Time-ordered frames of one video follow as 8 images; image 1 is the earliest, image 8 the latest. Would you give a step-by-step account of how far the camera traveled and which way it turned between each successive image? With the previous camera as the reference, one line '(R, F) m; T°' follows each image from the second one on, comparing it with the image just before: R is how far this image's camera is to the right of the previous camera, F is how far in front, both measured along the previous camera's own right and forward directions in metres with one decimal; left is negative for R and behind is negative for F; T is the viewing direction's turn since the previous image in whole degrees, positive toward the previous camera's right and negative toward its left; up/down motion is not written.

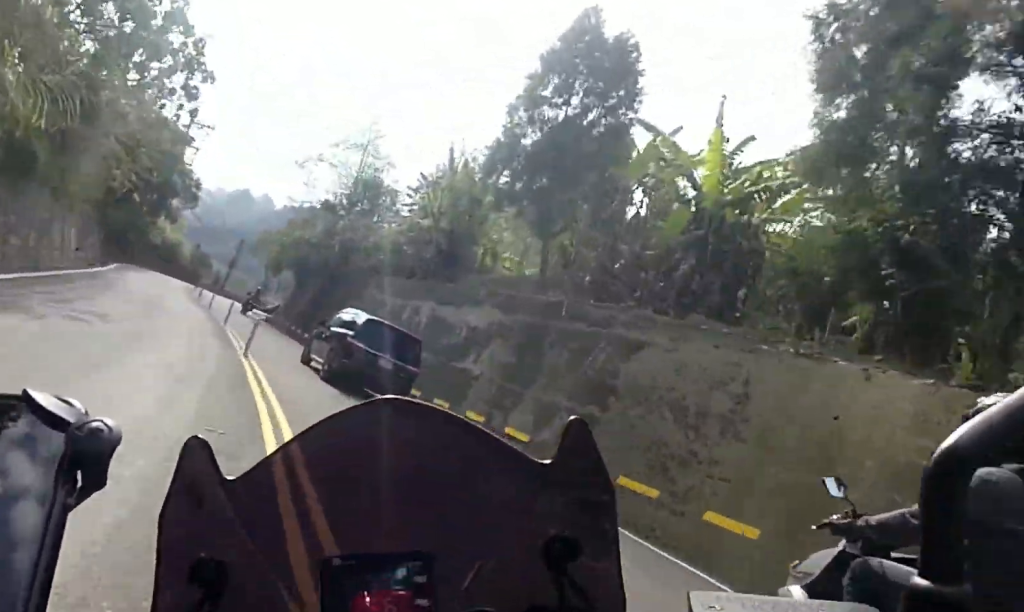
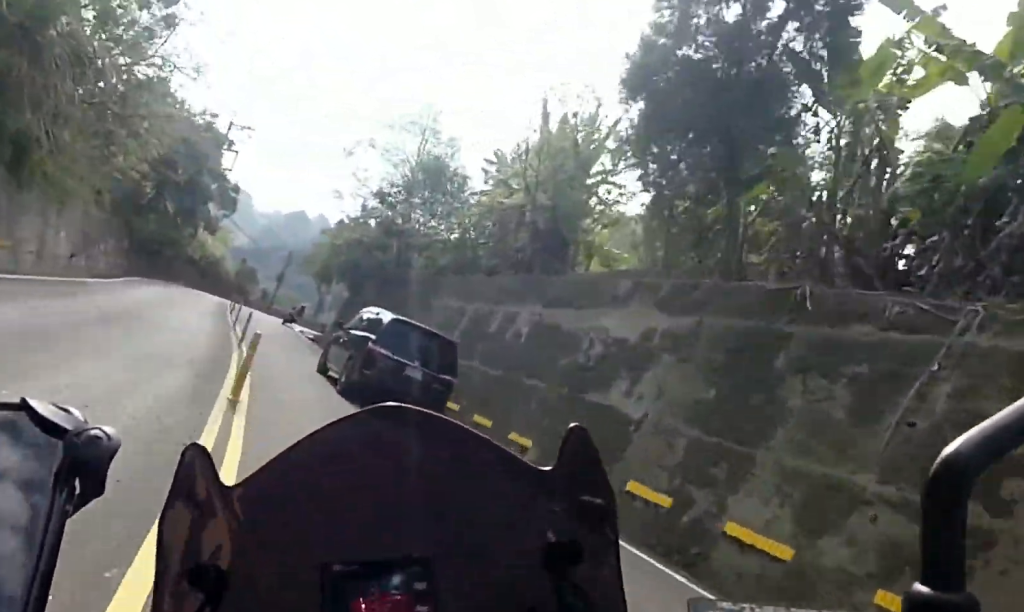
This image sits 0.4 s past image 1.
(+0.1, +5.2) m; -4°
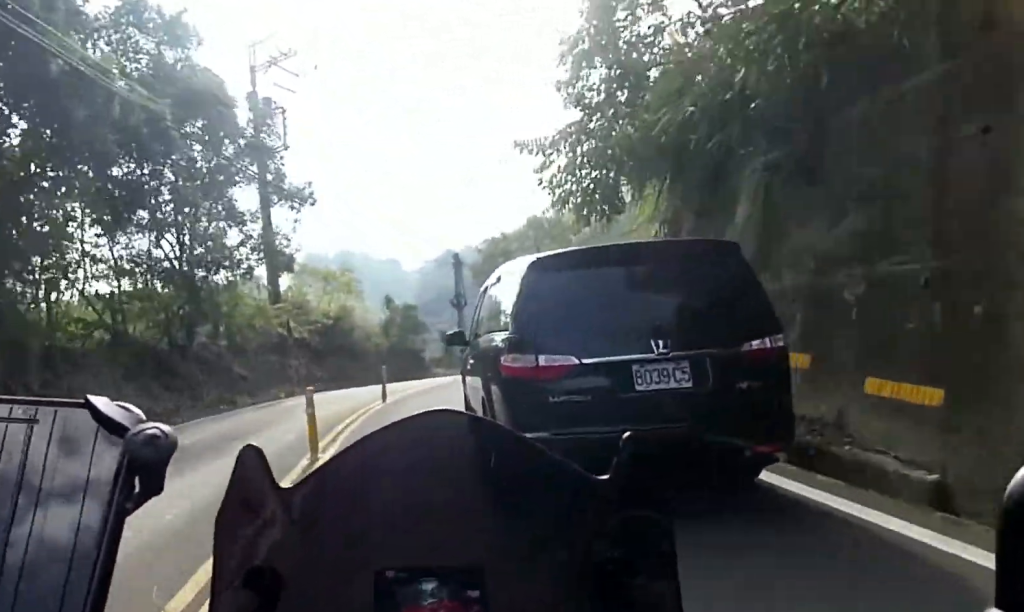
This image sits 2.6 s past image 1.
(+0.3, +22.4) m; +8°
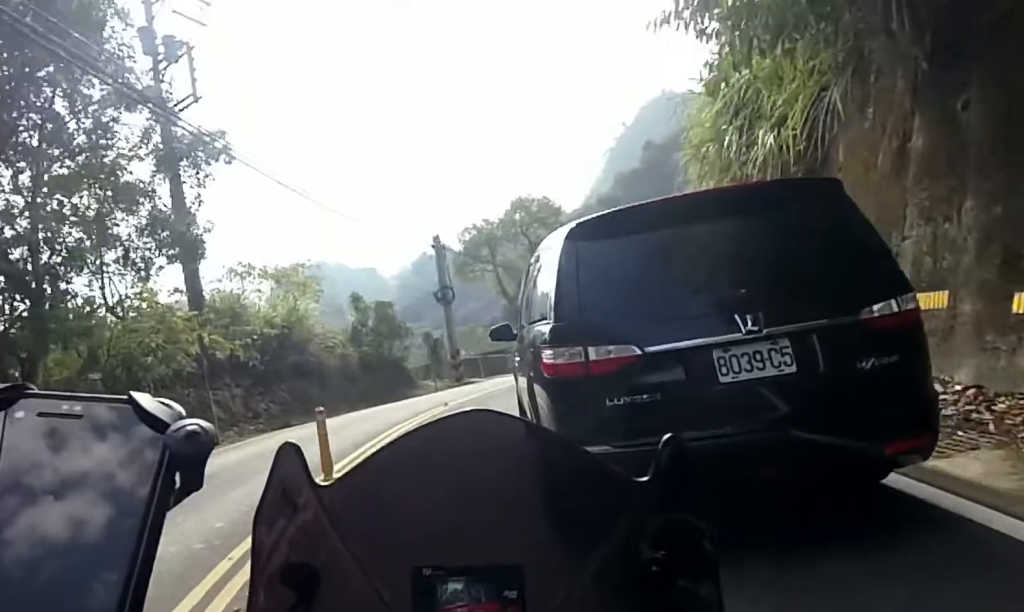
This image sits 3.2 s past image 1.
(-0.7, +6.2) m; +5°
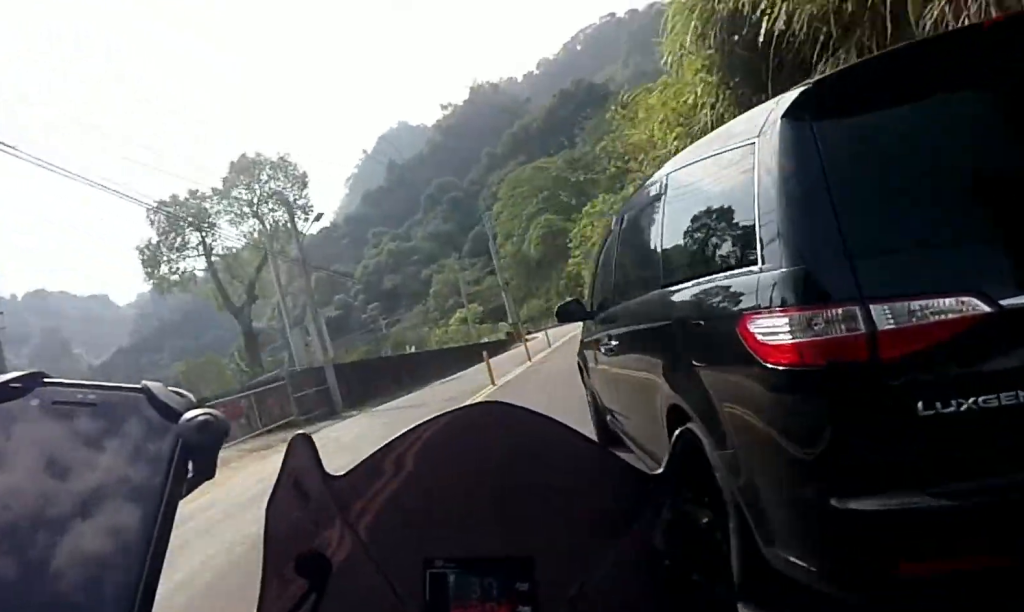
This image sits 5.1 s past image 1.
(+3.6, +17.5) m; +13°
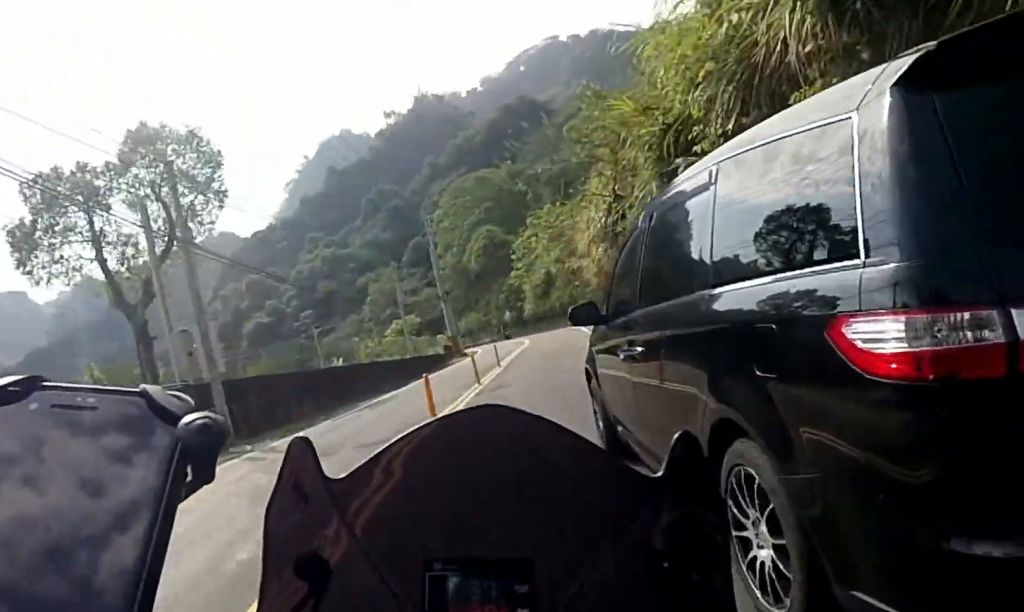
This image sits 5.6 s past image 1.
(0.0, +5.1) m; +1°
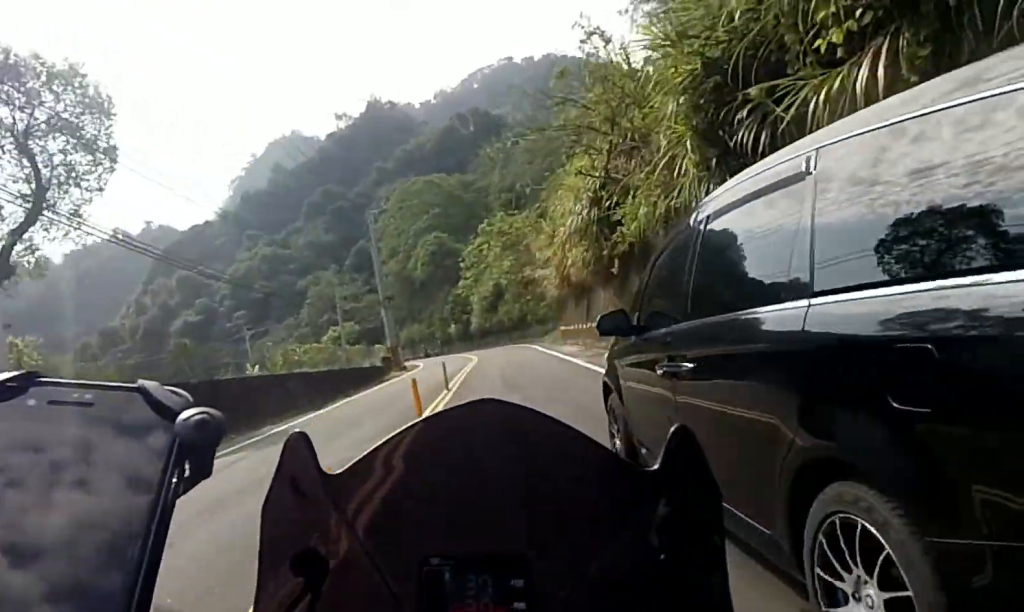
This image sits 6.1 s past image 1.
(0.0, +6.4) m; +2°
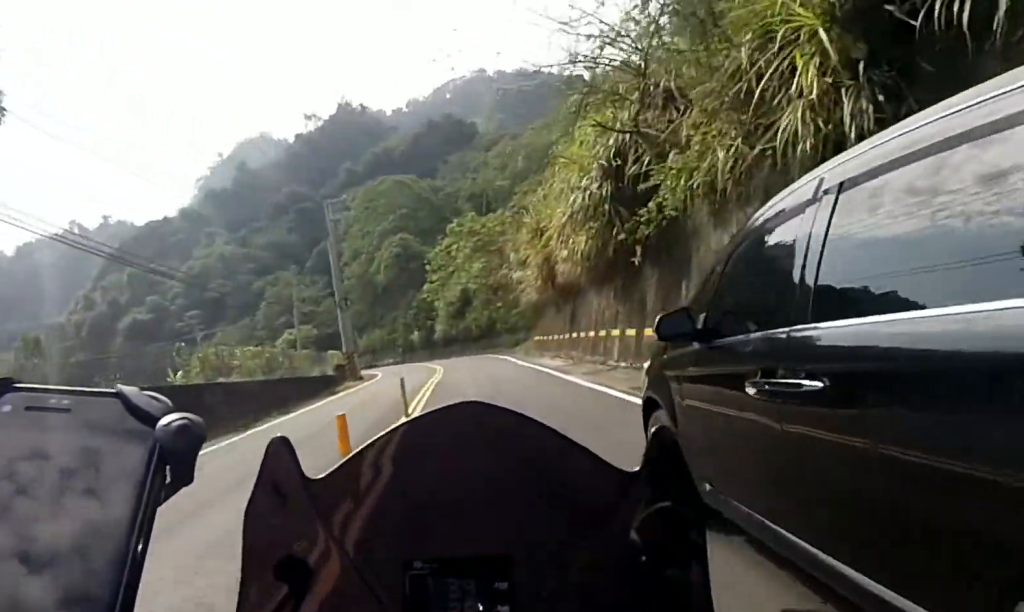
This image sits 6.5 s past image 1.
(+0.1, +5.3) m; +1°
